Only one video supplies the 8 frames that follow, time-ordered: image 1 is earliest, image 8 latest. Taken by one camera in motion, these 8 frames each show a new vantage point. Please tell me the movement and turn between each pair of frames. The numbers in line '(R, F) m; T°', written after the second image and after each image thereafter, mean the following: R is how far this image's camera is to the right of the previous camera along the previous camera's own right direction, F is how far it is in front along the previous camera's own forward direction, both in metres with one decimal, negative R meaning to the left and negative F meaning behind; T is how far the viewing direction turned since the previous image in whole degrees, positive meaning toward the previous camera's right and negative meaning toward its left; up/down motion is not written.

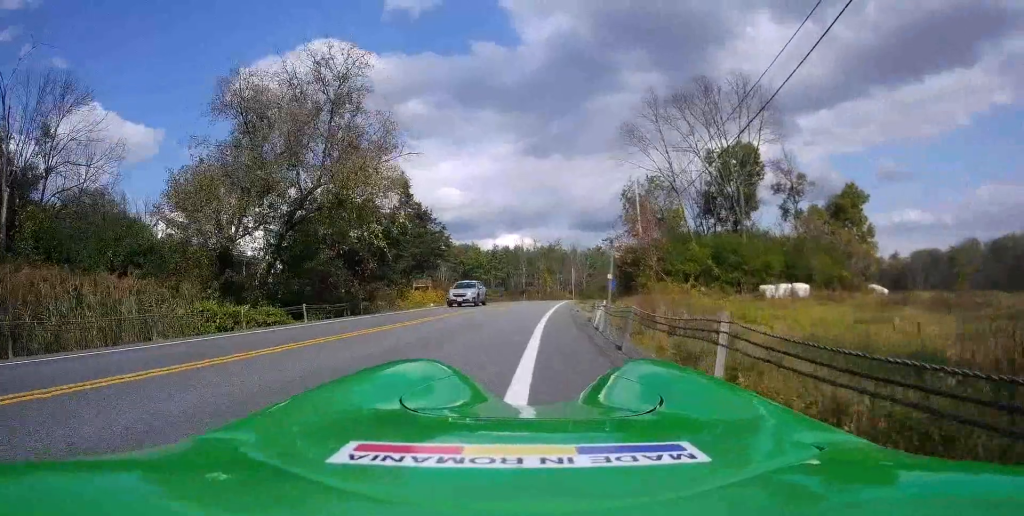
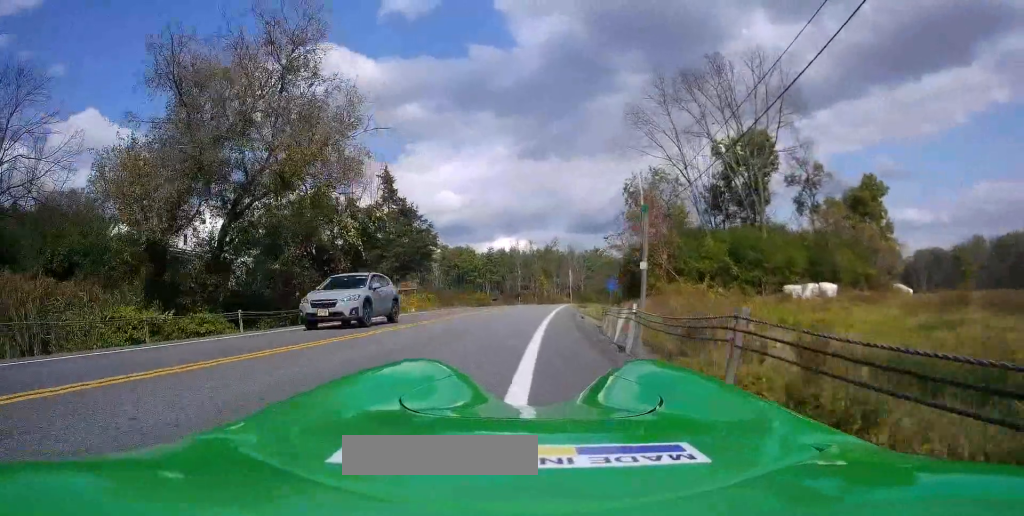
(-0.1, +4.9) m; +1°
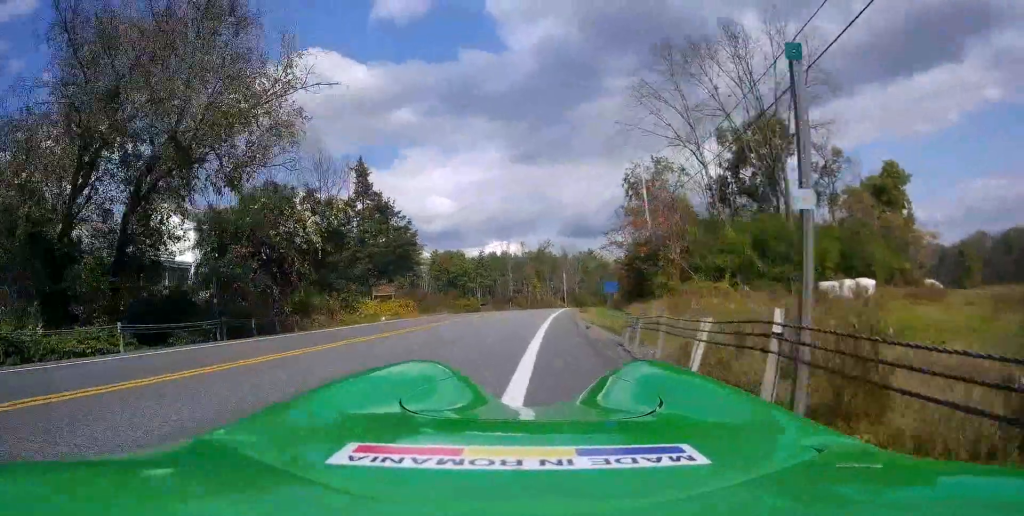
(+0.2, +5.8) m; +2°
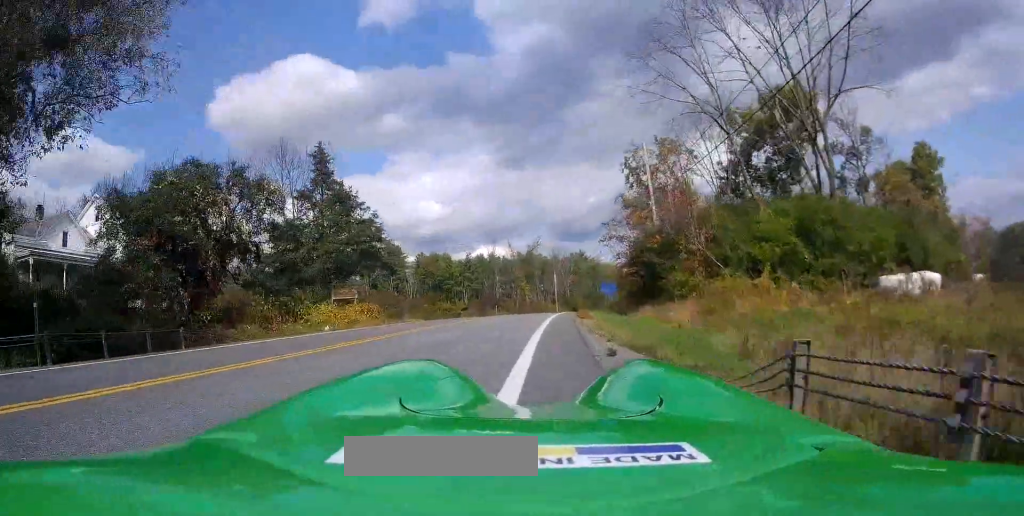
(+0.2, +7.5) m; +1°
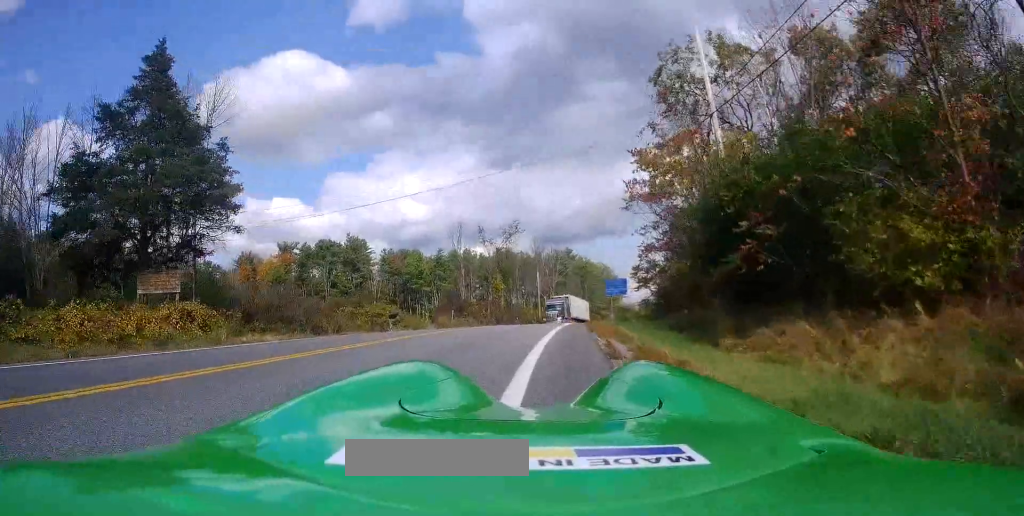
(+0.3, +20.1) m; +2°
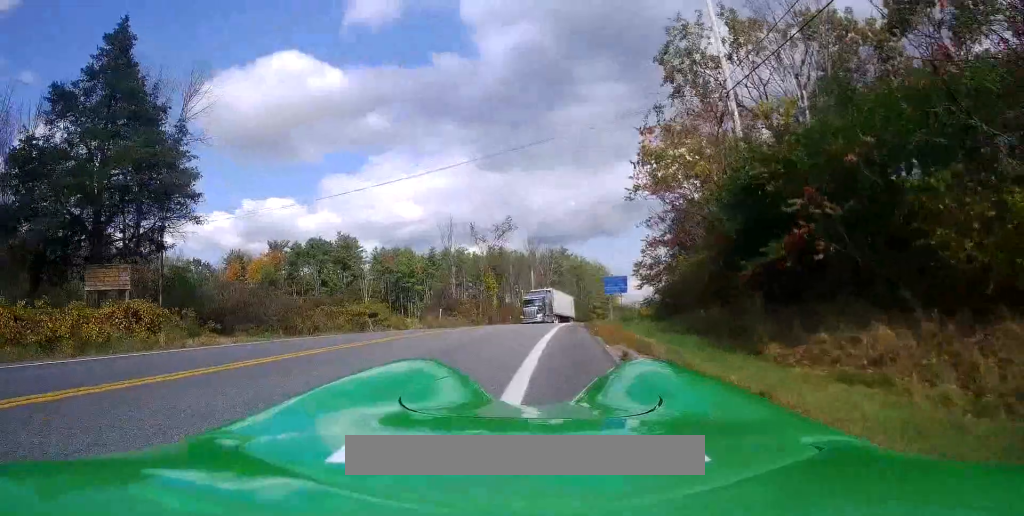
(-0.1, +3.0) m; 0°
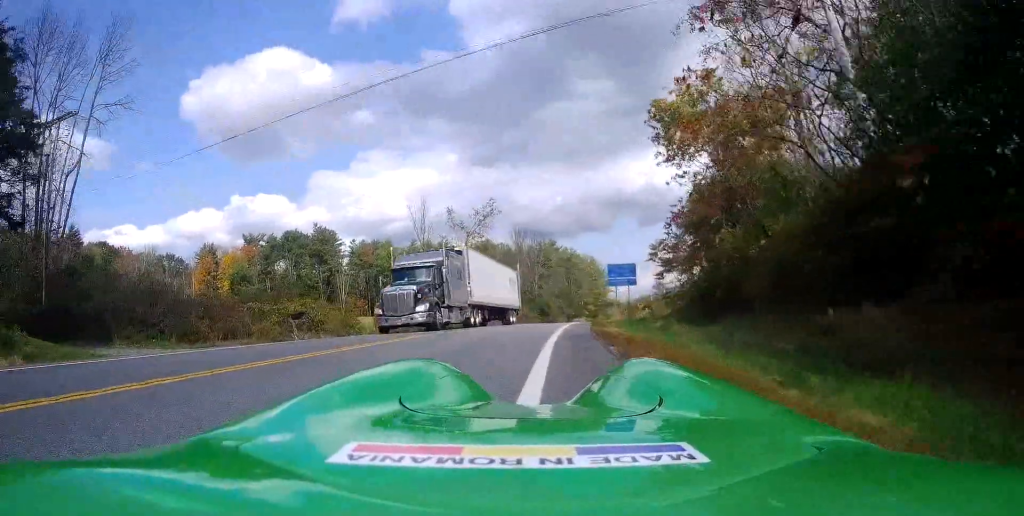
(0.0, +8.6) m; 0°
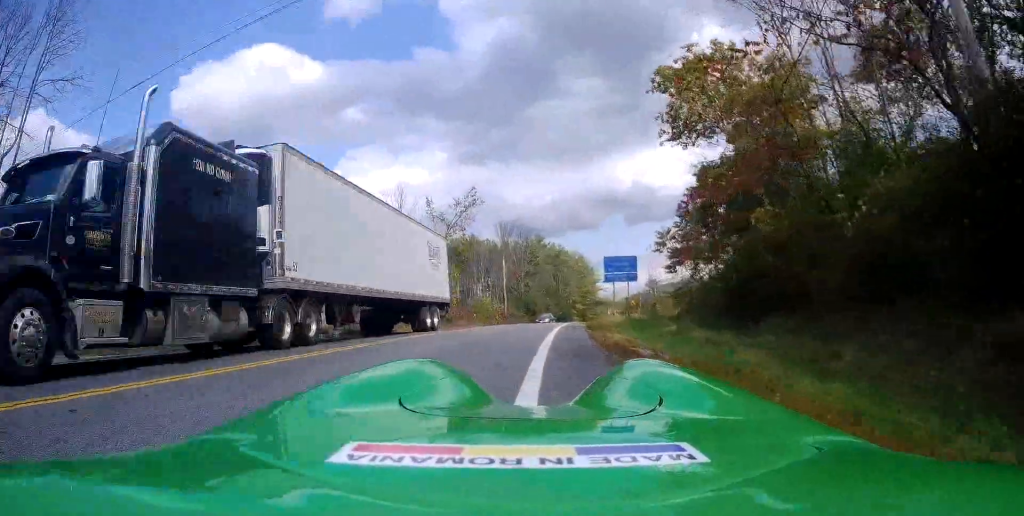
(+0.1, +4.5) m; 0°
